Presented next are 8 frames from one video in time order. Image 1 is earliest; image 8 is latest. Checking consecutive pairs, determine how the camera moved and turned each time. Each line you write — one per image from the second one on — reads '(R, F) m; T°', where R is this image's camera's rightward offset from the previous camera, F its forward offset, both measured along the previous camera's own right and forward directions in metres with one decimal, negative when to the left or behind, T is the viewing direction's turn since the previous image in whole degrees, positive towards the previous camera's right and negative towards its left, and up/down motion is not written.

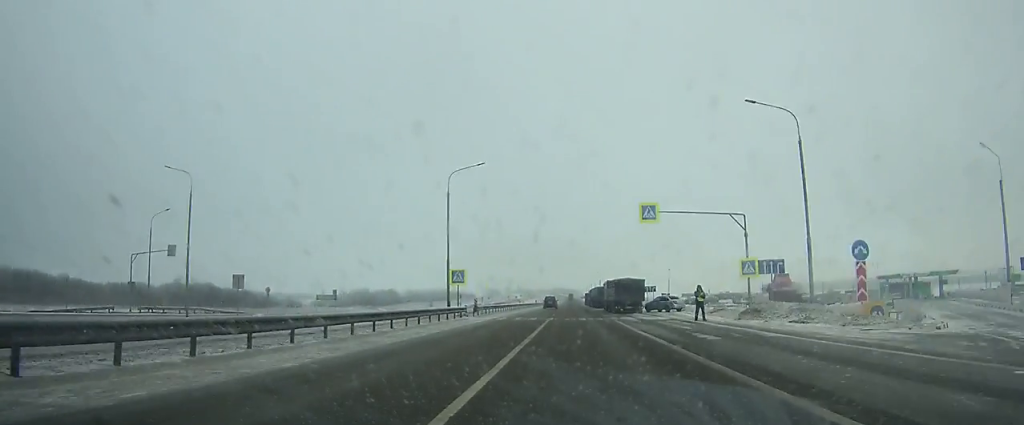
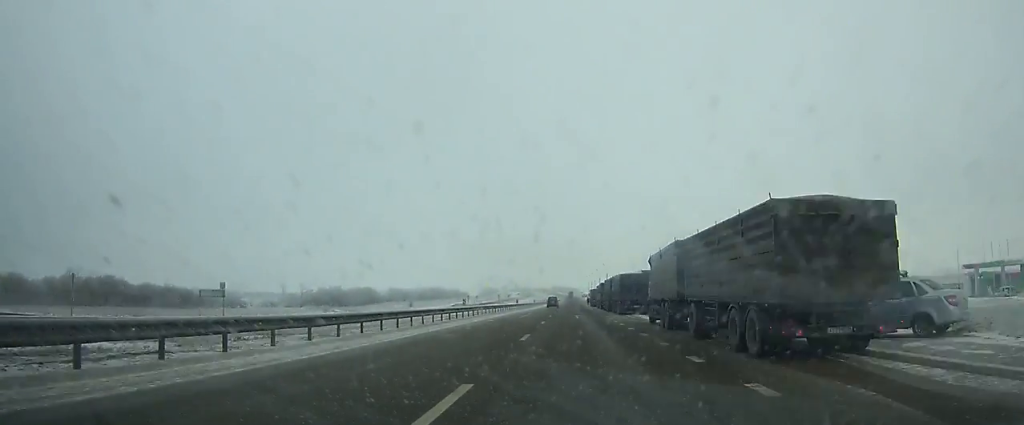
(0.0, +39.1) m; 0°
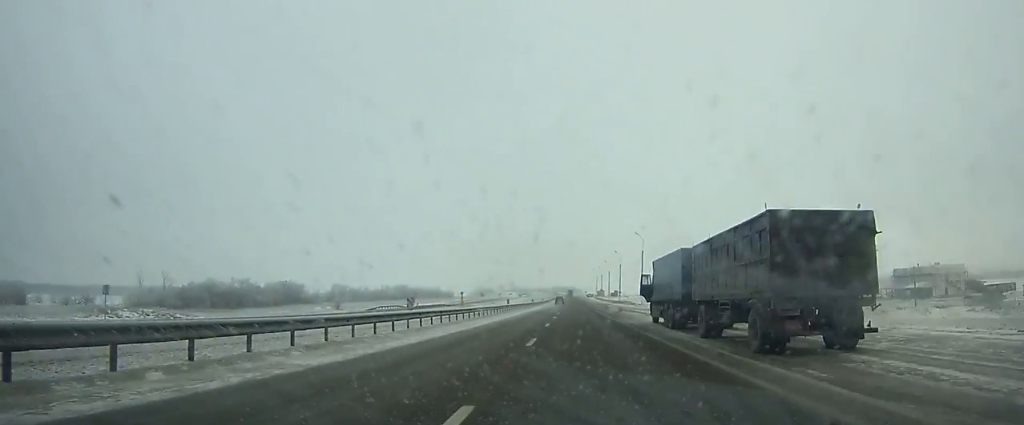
(+0.2, +86.3) m; 0°
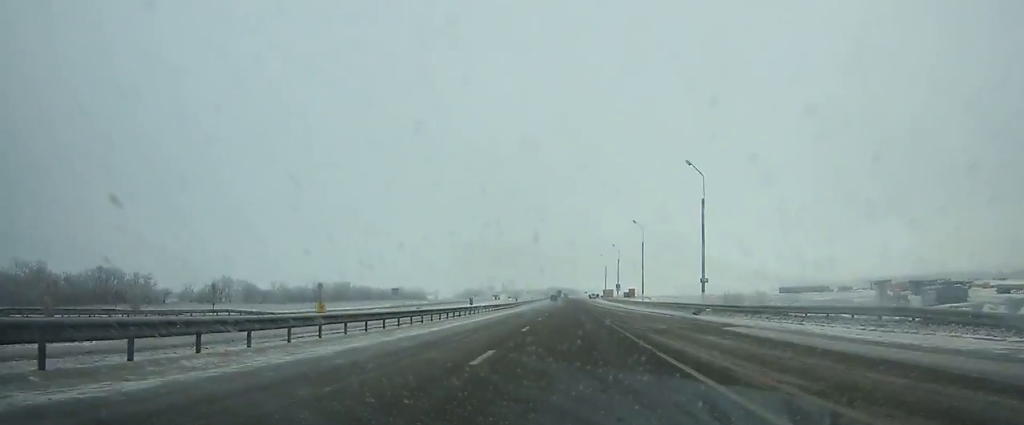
(+0.2, +88.5) m; 0°
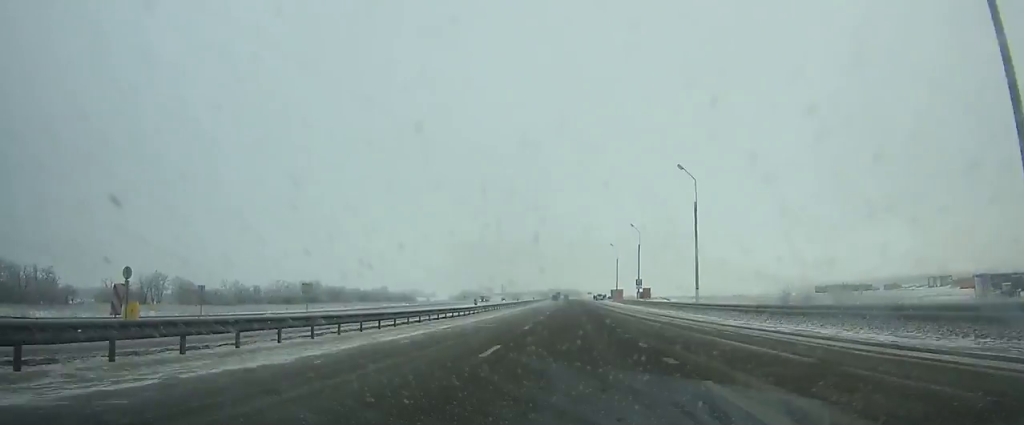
(0.0, +34.4) m; 0°
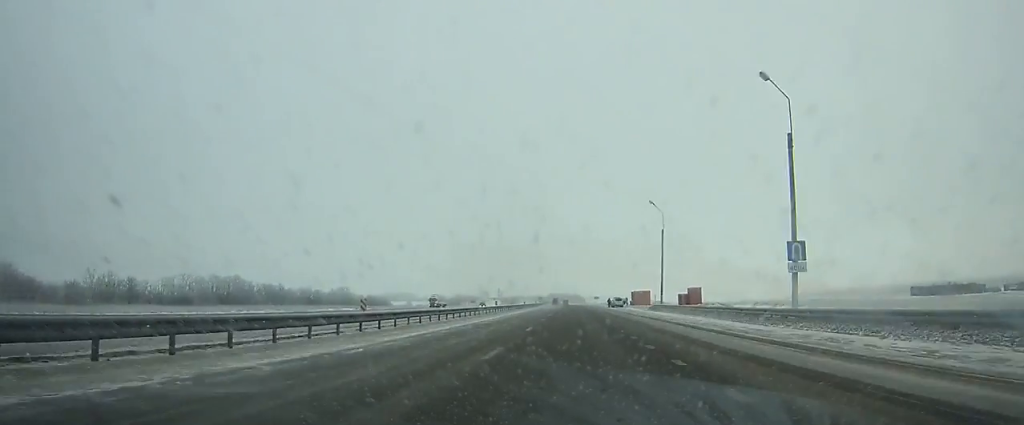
(-0.2, +60.0) m; 0°
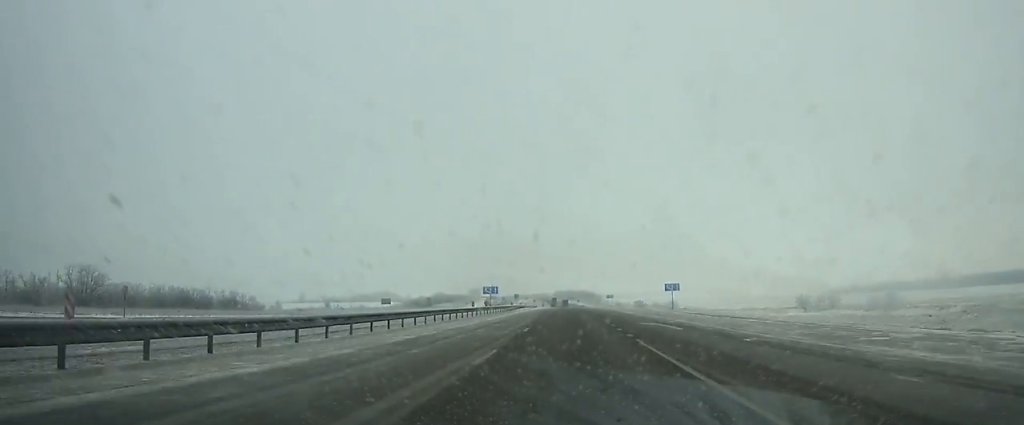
(-0.6, +167.7) m; -1°
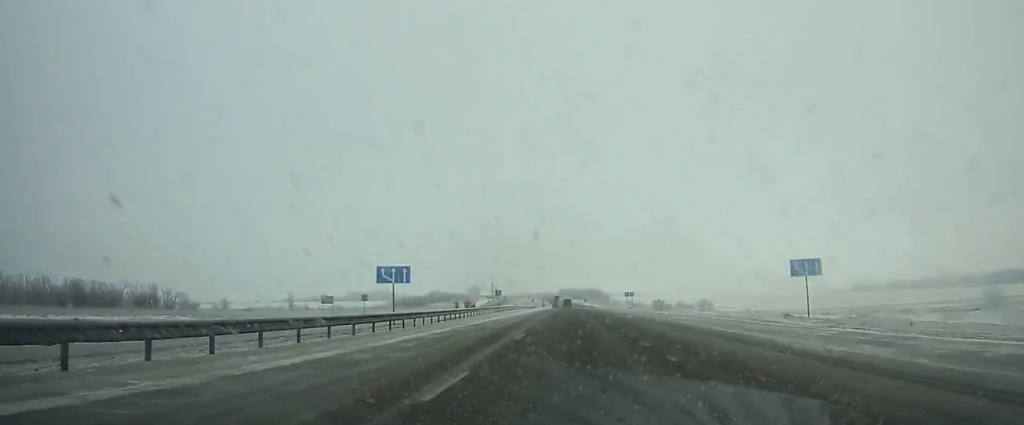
(-0.3, +45.0) m; 0°
